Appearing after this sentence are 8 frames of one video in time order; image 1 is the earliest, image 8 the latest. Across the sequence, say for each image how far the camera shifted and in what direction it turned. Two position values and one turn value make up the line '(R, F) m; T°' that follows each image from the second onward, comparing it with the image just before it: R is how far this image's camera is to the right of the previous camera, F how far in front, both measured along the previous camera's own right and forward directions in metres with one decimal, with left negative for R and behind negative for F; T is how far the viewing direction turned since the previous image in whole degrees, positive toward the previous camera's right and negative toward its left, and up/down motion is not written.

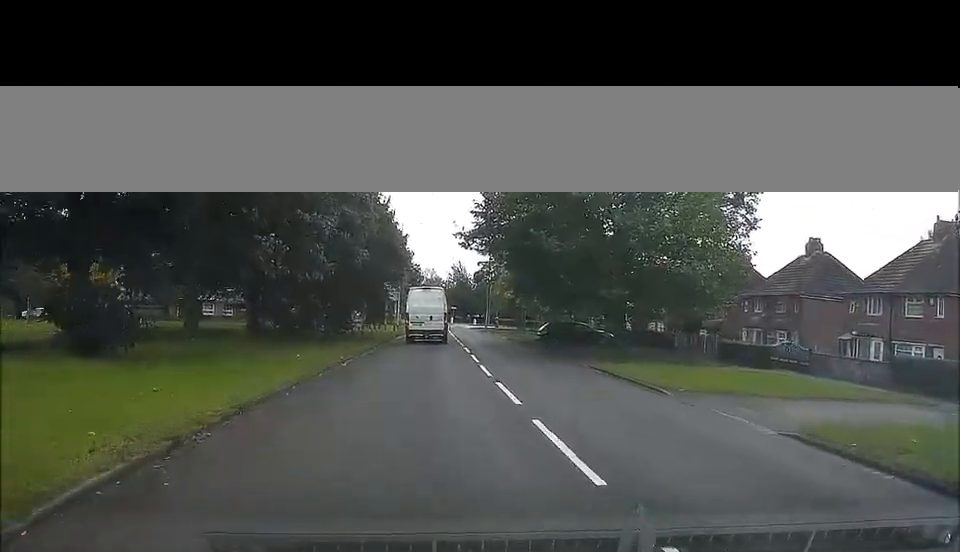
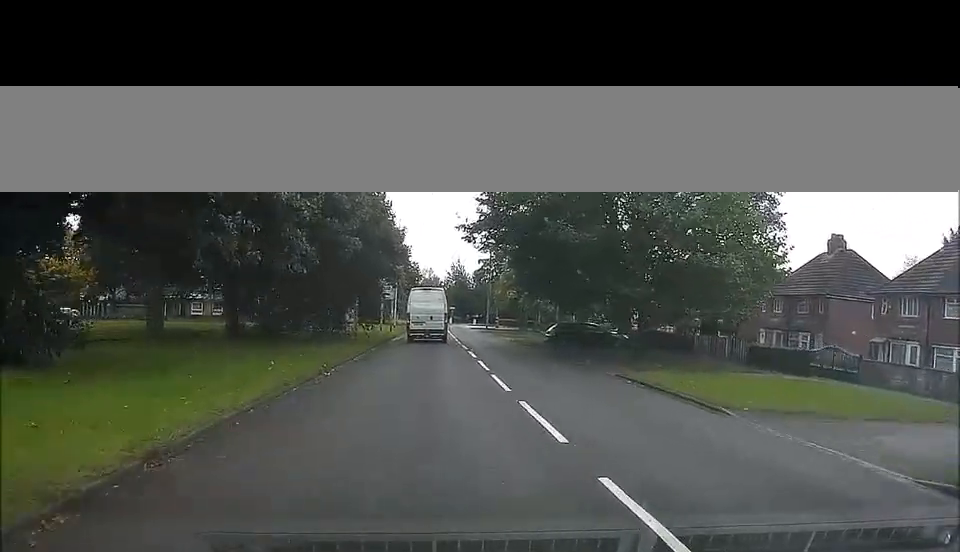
(0.0, +4.3) m; 0°
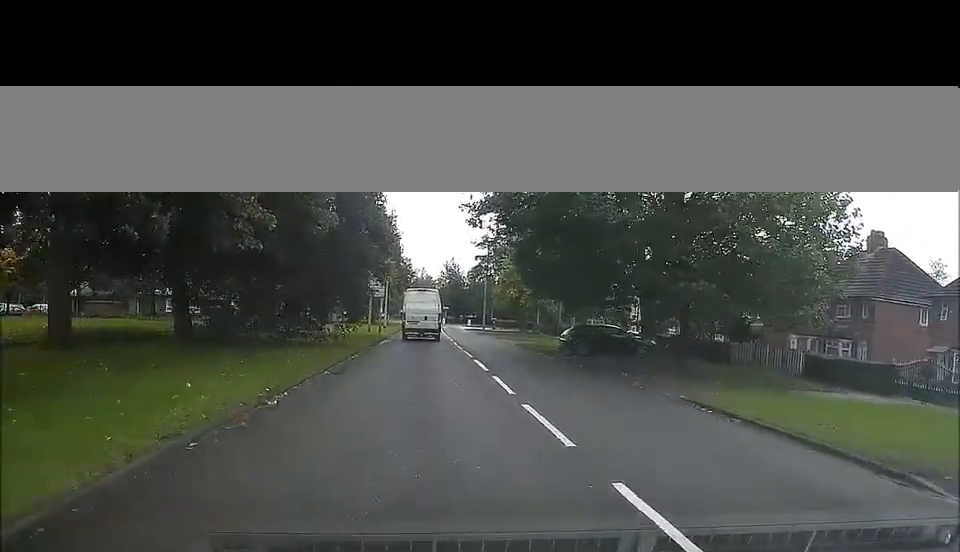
(-0.1, +7.1) m; -1°
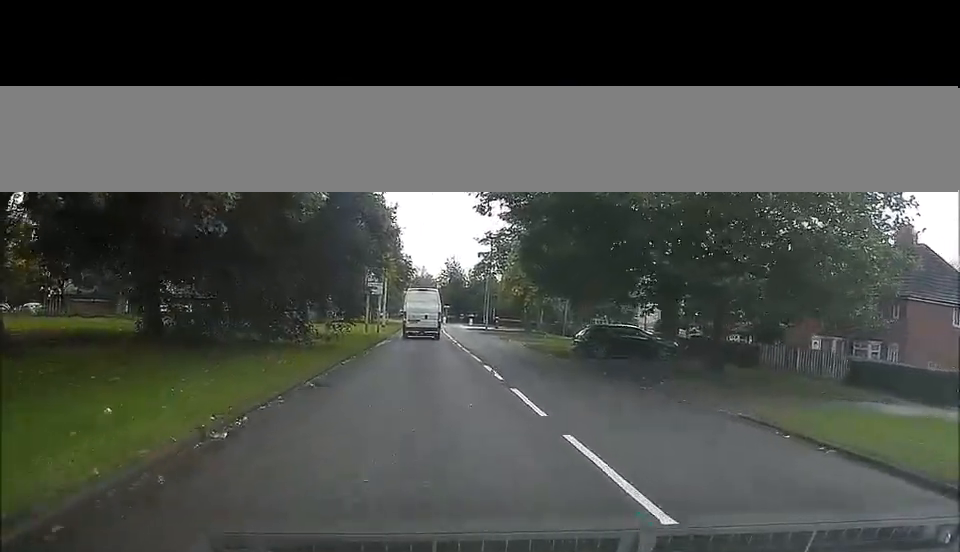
(0.0, +3.7) m; 0°
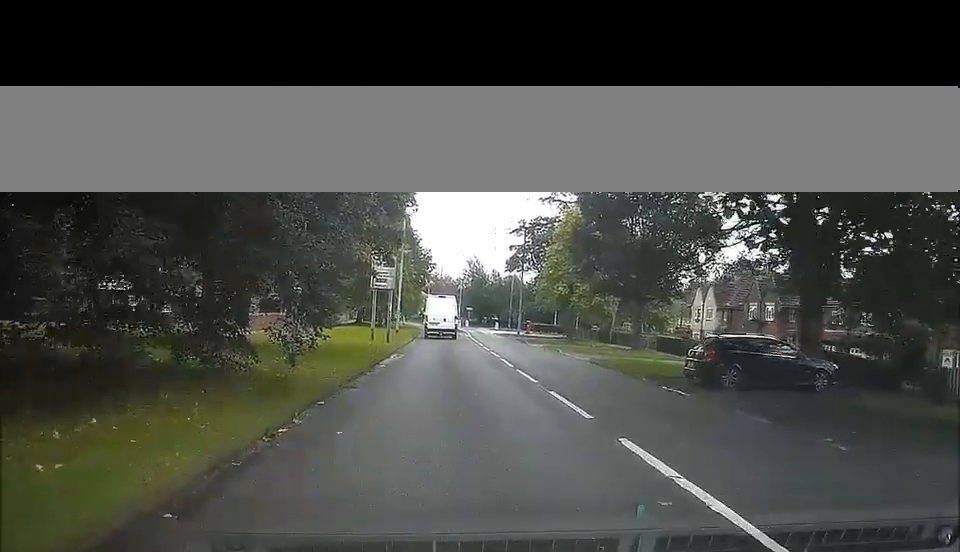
(+0.1, +15.0) m; +1°
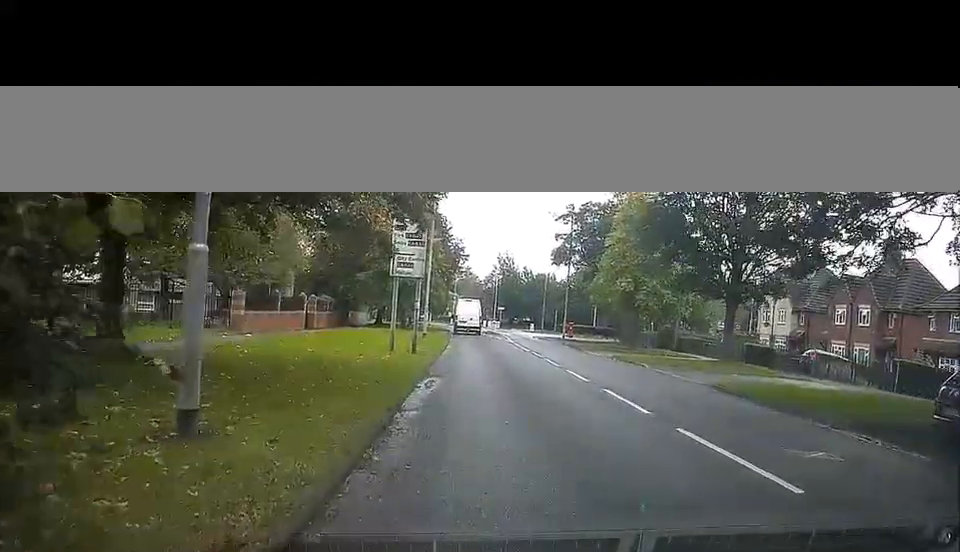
(-0.1, +11.6) m; -1°
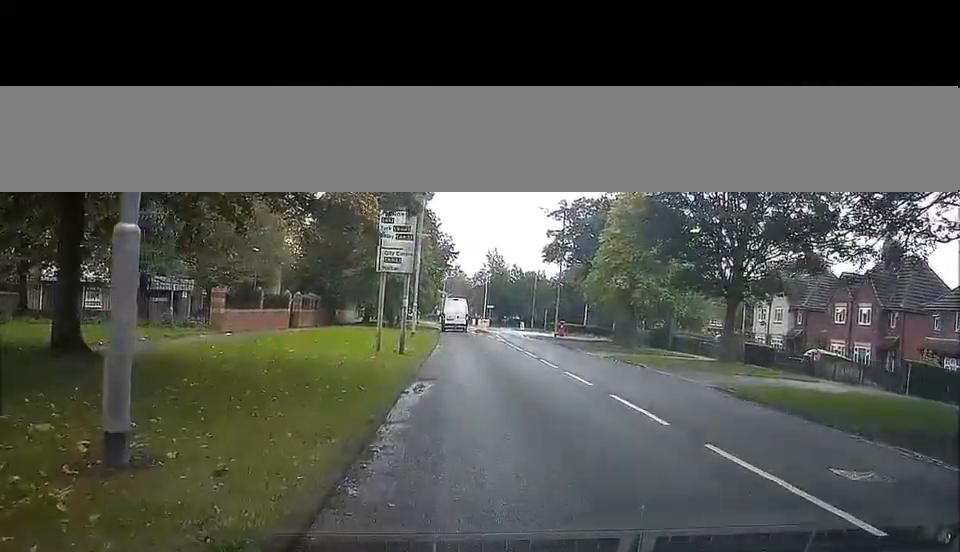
(0.0, +1.7) m; 0°
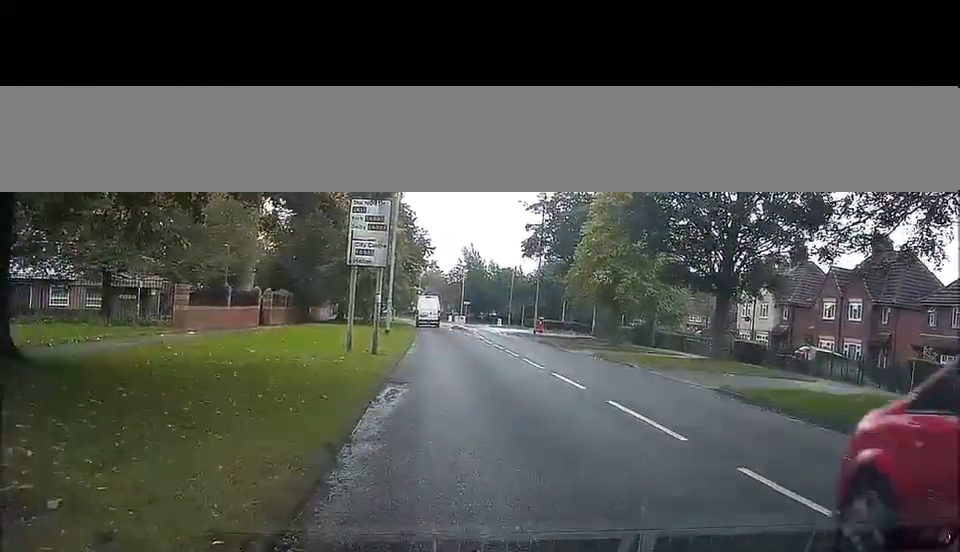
(0.0, +3.0) m; +1°
